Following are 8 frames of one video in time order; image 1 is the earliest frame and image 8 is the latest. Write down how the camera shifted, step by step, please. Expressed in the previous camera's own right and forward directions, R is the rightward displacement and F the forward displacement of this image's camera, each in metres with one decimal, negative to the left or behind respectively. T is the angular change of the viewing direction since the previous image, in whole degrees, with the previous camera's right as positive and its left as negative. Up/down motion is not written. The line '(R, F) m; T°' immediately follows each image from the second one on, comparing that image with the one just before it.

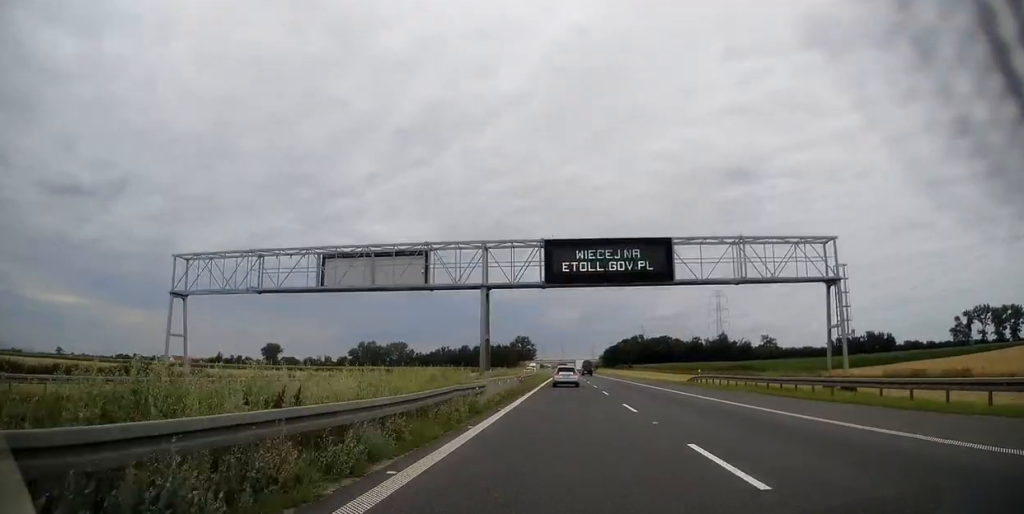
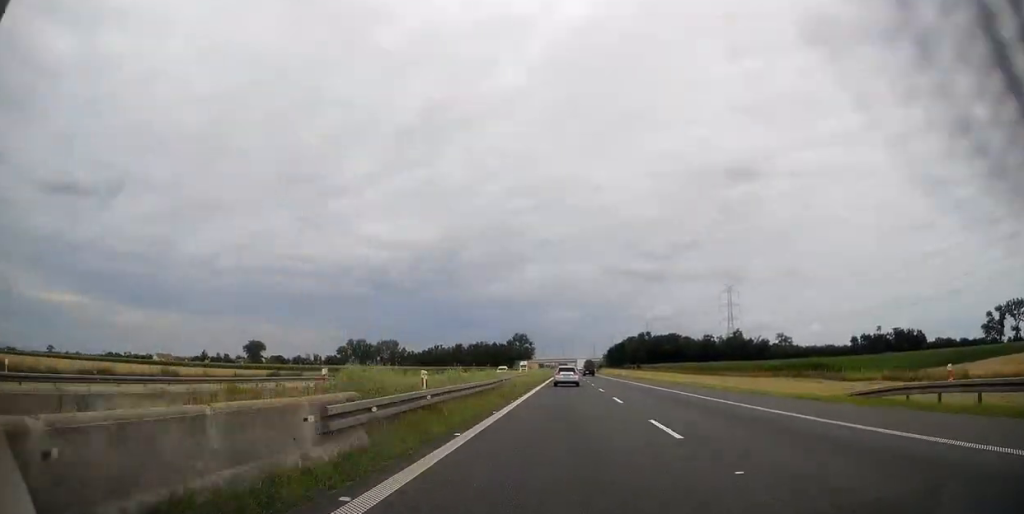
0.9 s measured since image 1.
(0.0, +31.6) m; 0°
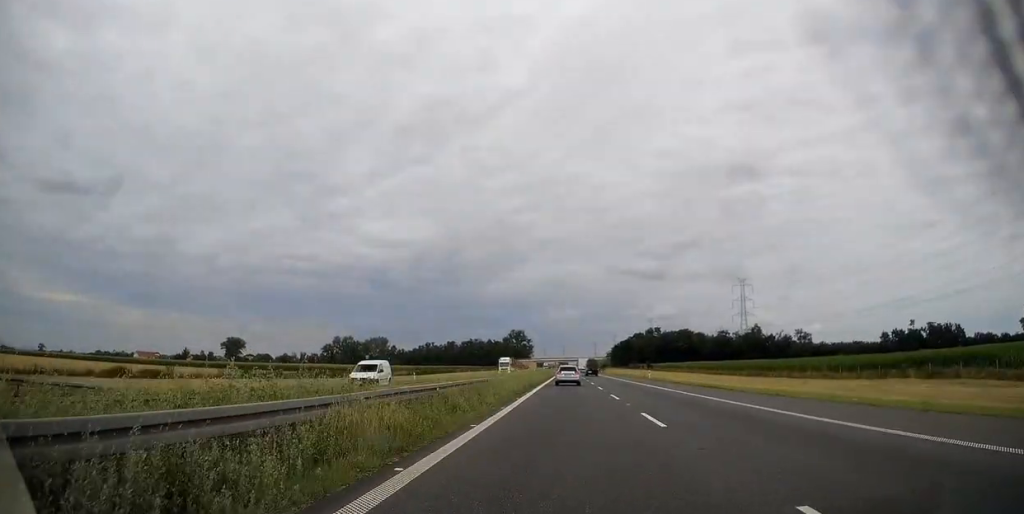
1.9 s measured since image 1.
(+0.1, +34.3) m; 0°
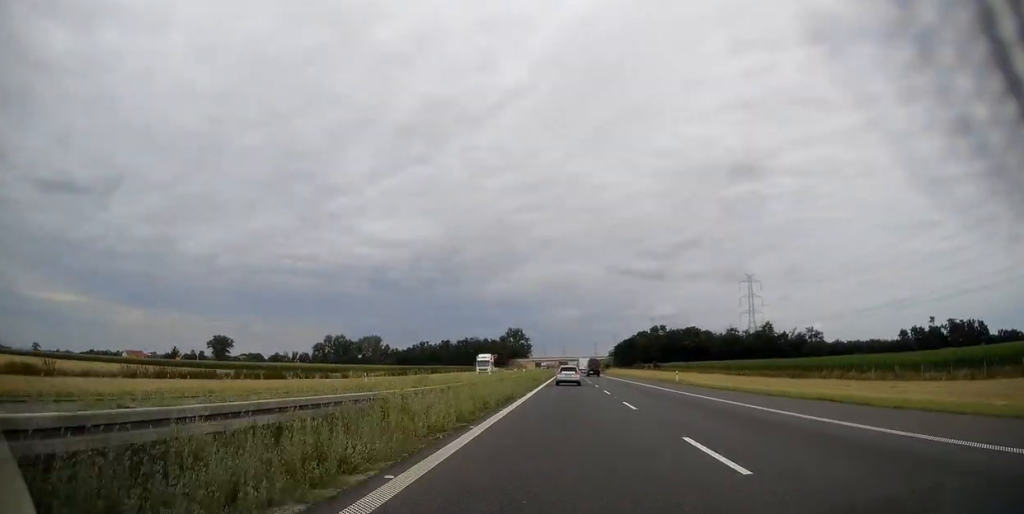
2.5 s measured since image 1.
(0.0, +18.6) m; 0°
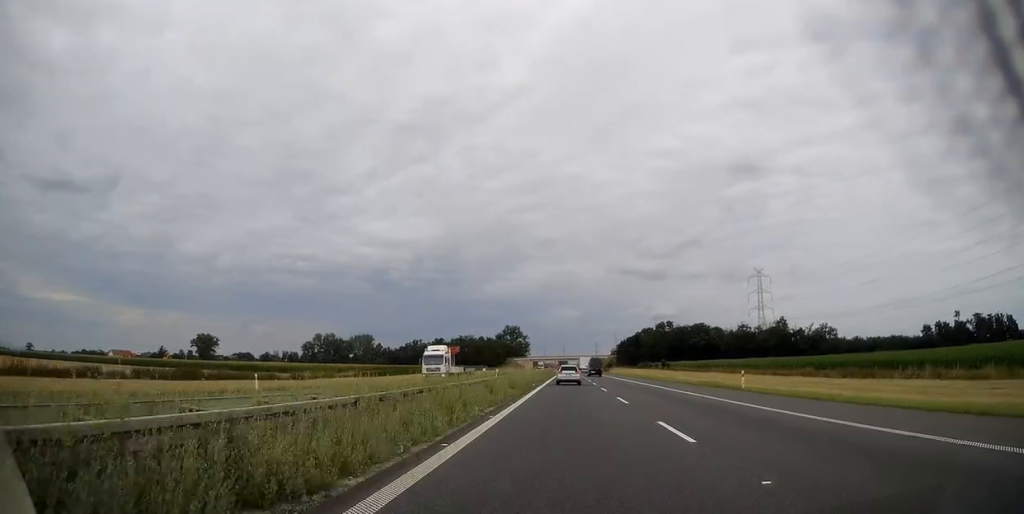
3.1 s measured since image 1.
(0.0, +20.9) m; 0°
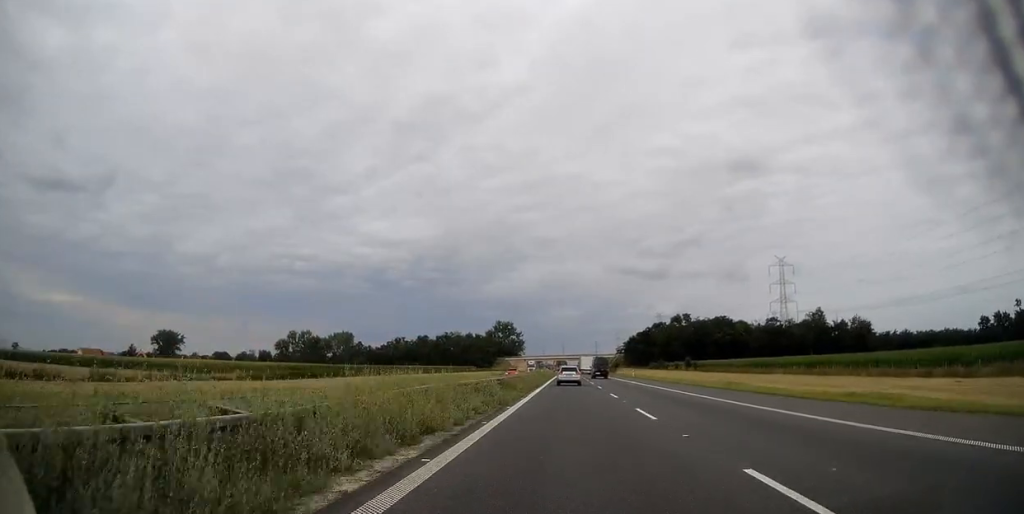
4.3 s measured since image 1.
(-0.1, +43.6) m; 0°
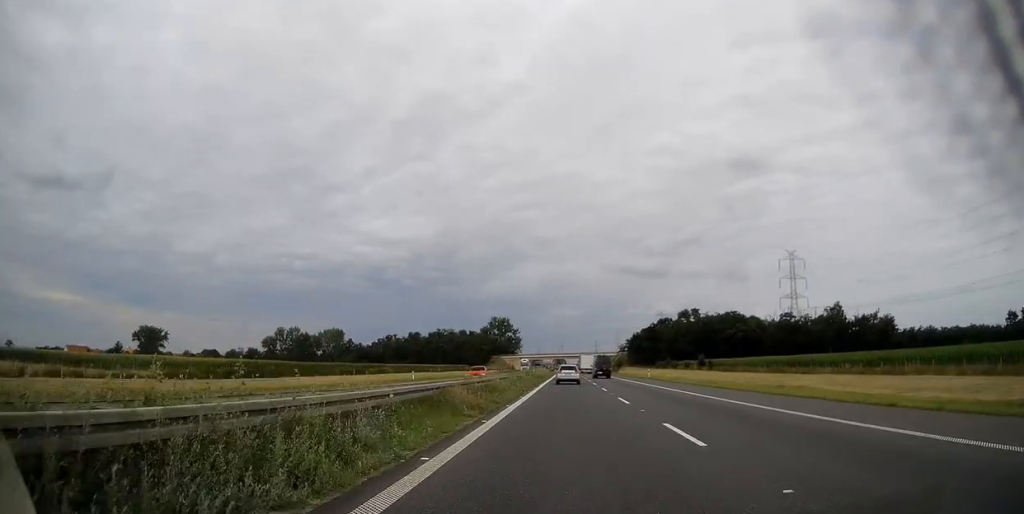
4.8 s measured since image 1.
(0.0, +17.8) m; 0°
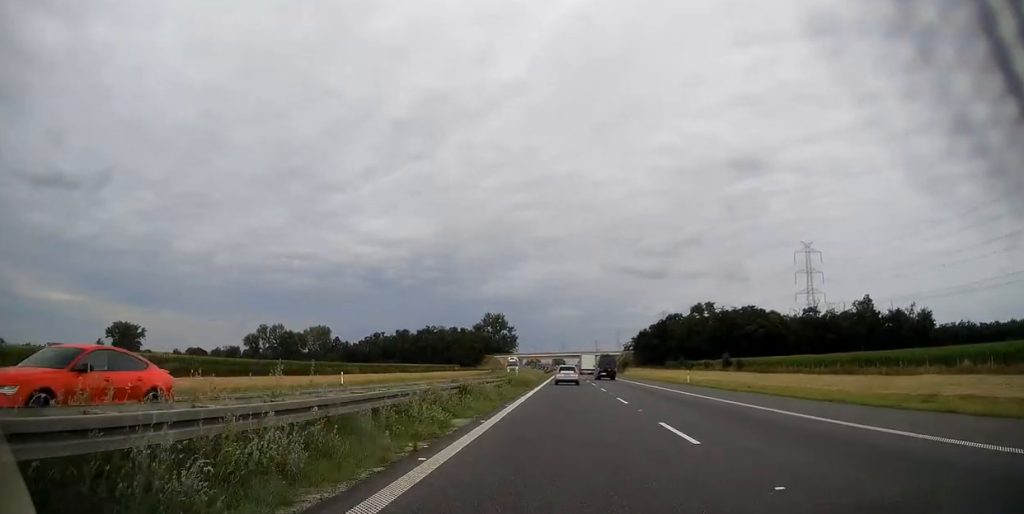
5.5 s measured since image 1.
(0.0, +23.9) m; 0°
